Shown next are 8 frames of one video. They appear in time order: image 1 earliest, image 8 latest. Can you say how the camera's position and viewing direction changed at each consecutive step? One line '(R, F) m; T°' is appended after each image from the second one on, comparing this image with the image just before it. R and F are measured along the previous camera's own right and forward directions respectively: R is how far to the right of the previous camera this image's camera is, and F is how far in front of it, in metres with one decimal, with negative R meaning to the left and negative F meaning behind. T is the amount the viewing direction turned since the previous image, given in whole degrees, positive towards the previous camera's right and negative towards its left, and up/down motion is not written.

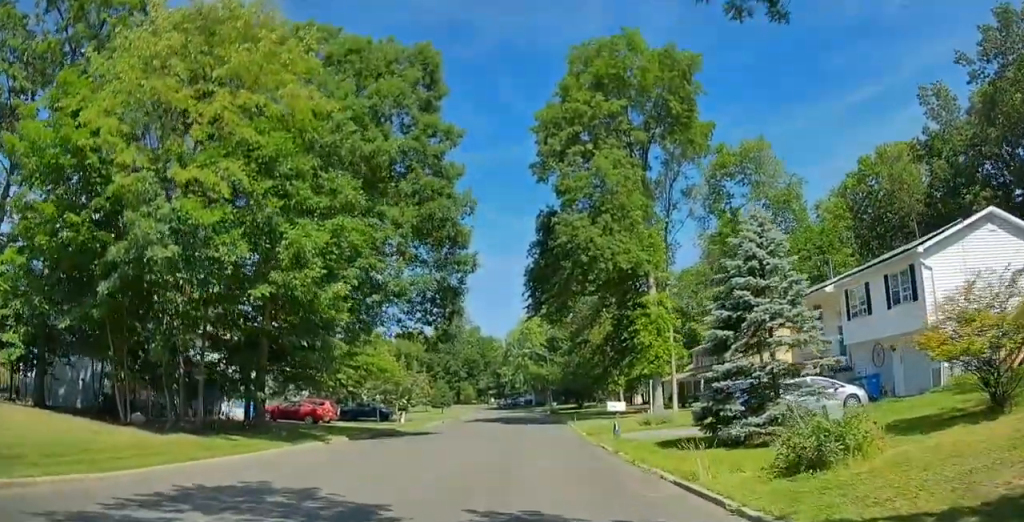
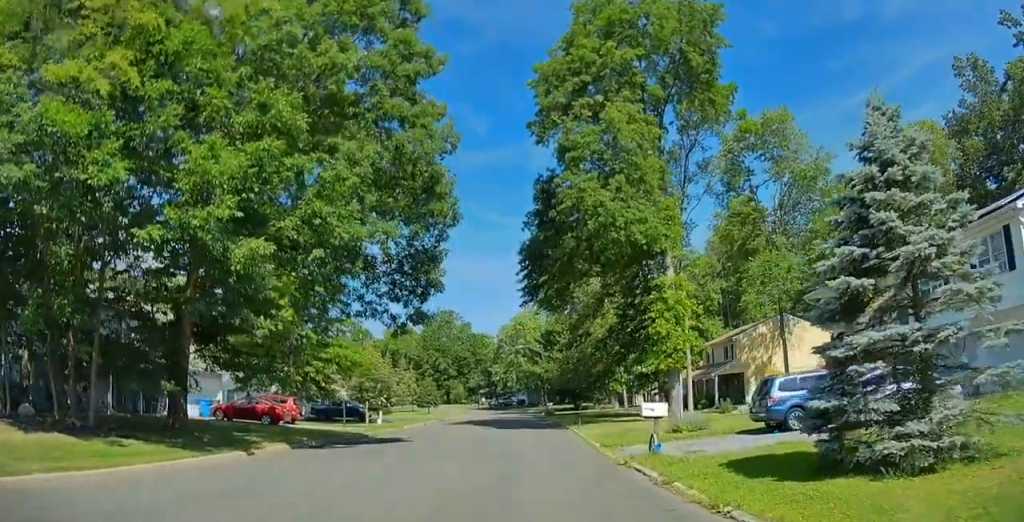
(+0.1, +6.3) m; +1°
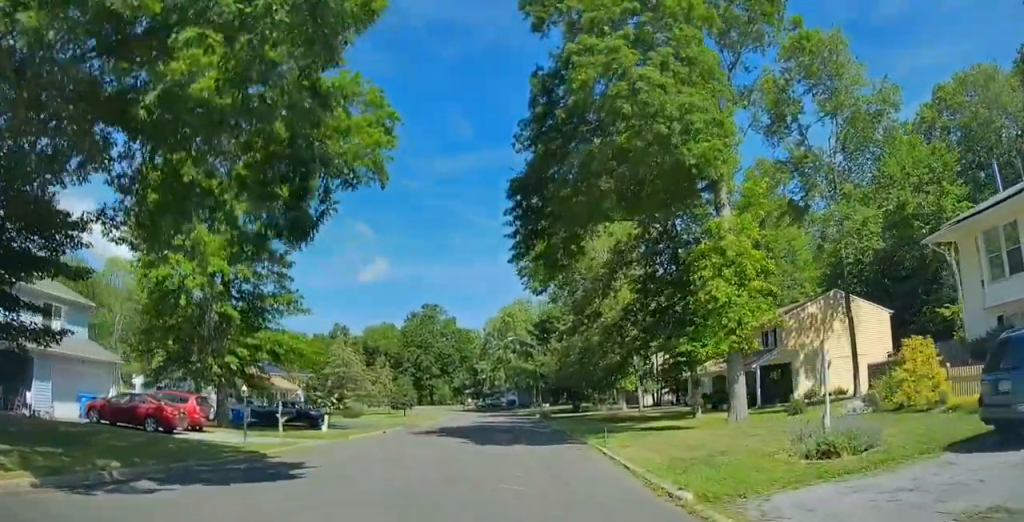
(0.0, +11.1) m; -1°
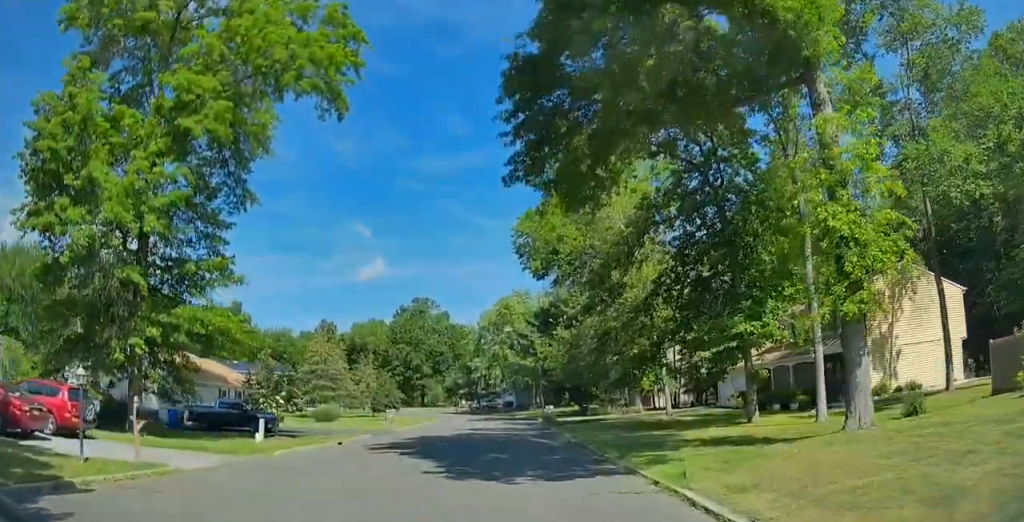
(-0.1, +9.0) m; +1°
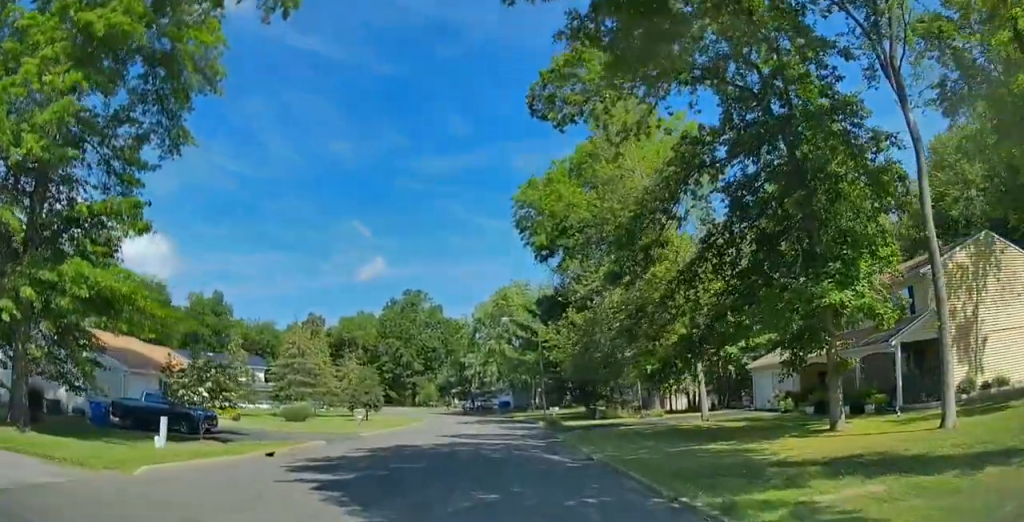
(+0.1, +7.7) m; +1°
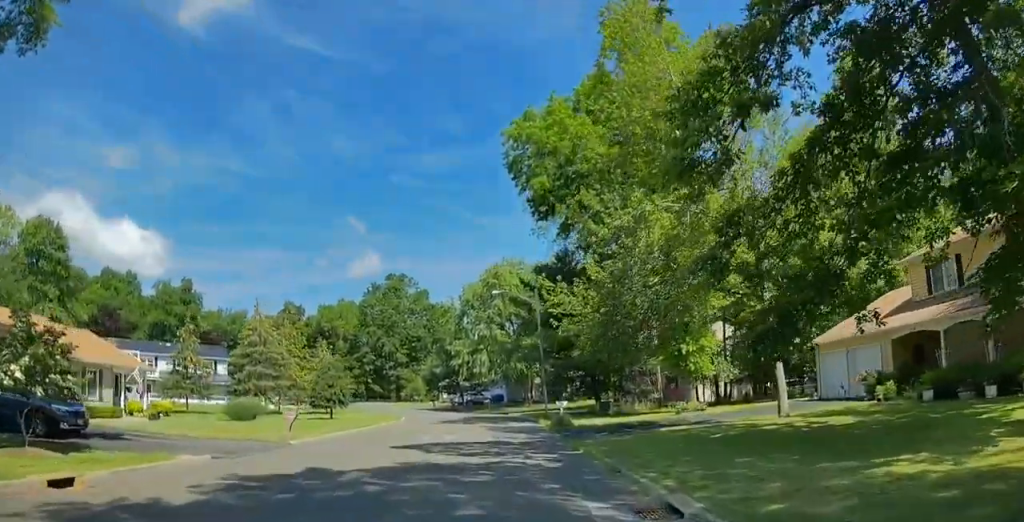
(+0.2, +9.7) m; 0°
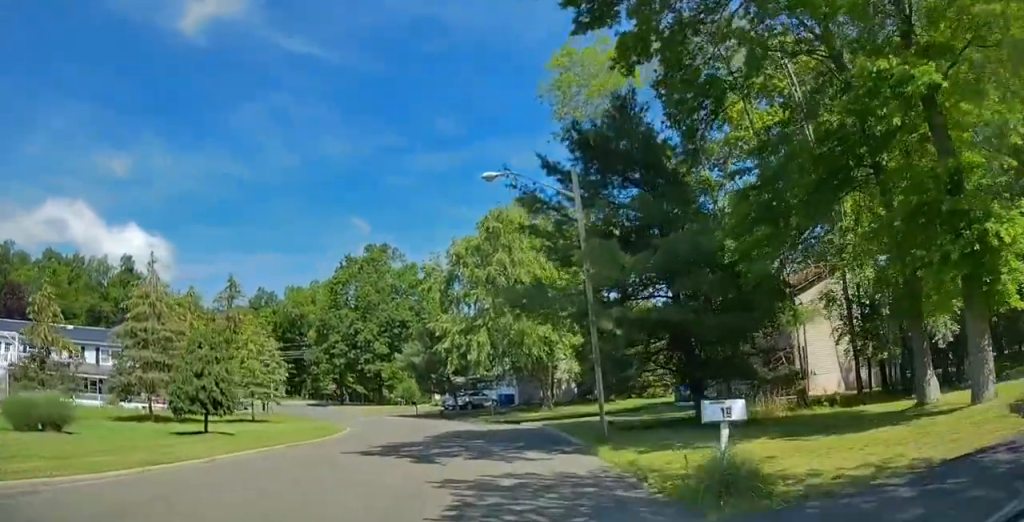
(-0.2, +22.3) m; +2°
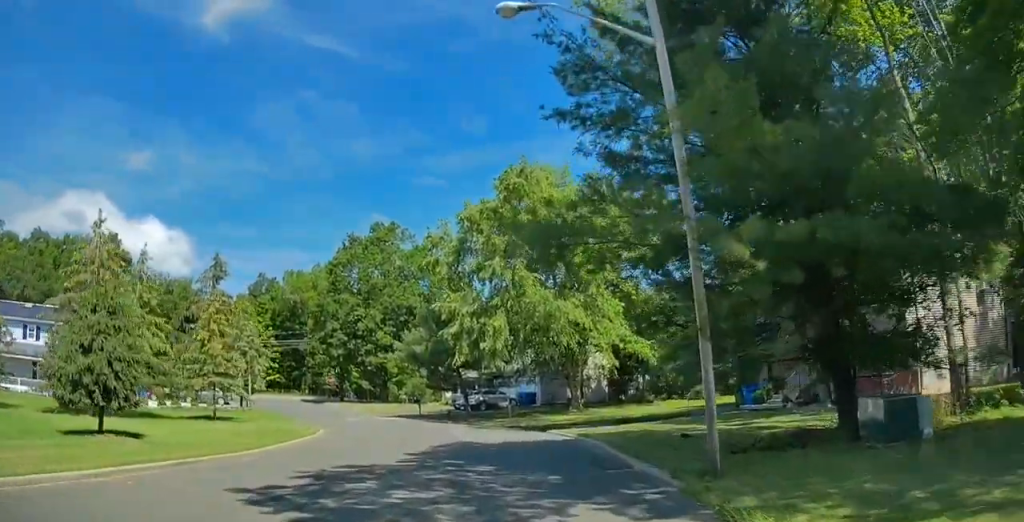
(+0.4, +9.1) m; 0°
